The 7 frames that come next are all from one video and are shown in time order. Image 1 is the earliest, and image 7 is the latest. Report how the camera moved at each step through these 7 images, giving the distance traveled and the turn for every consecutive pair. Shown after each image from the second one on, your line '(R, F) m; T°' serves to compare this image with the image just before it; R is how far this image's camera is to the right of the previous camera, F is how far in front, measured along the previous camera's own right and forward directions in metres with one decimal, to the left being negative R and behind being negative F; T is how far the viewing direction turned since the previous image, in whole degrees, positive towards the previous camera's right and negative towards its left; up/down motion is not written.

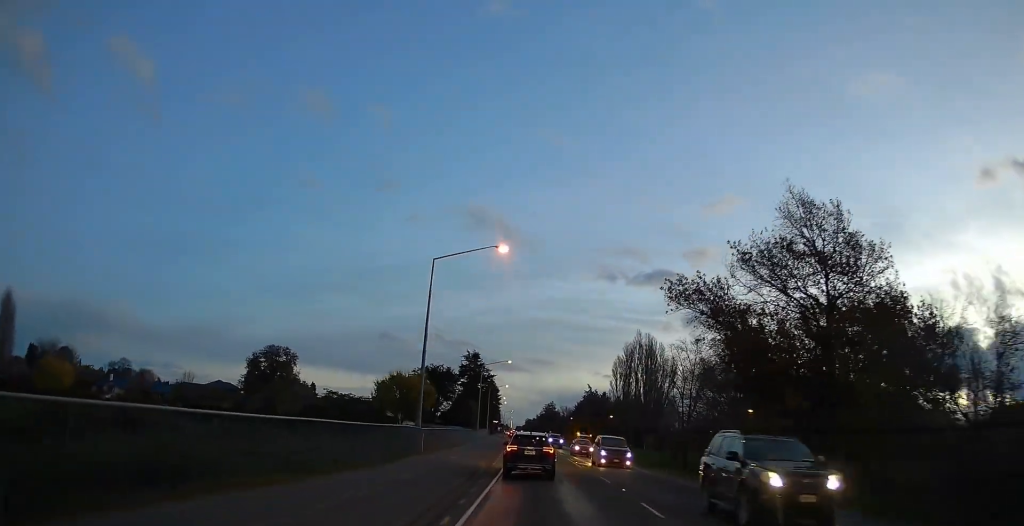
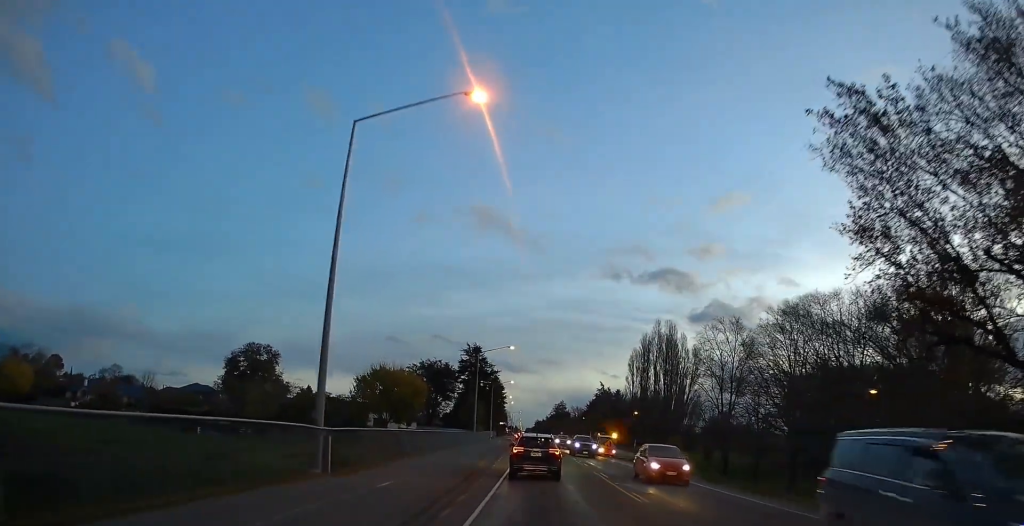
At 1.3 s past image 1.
(+0.4, +16.8) m; +1°
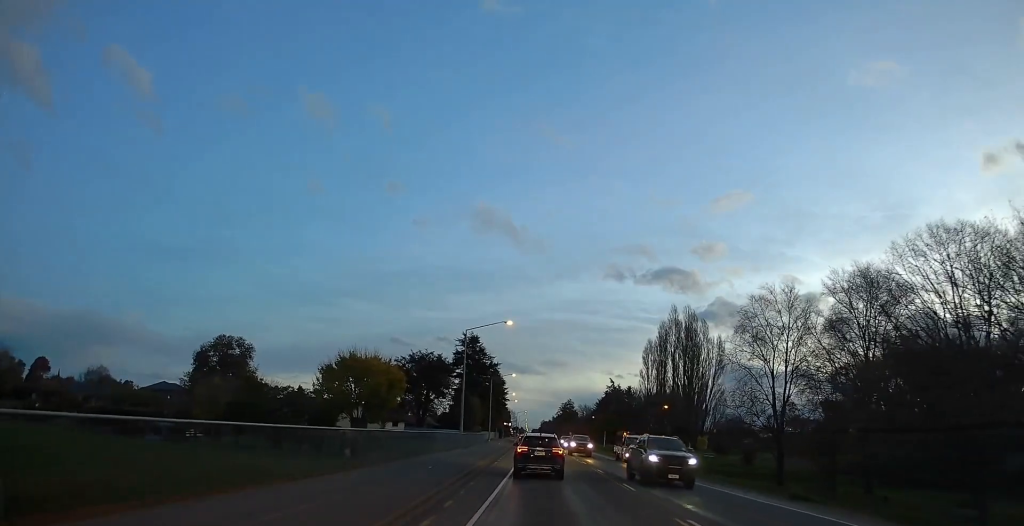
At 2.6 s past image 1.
(0.0, +16.8) m; 0°
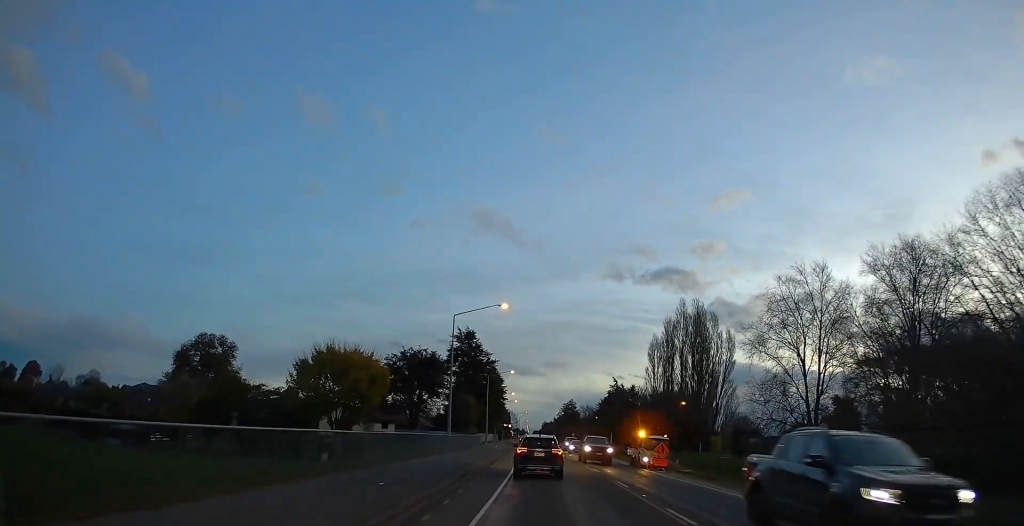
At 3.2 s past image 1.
(0.0, +8.0) m; 0°
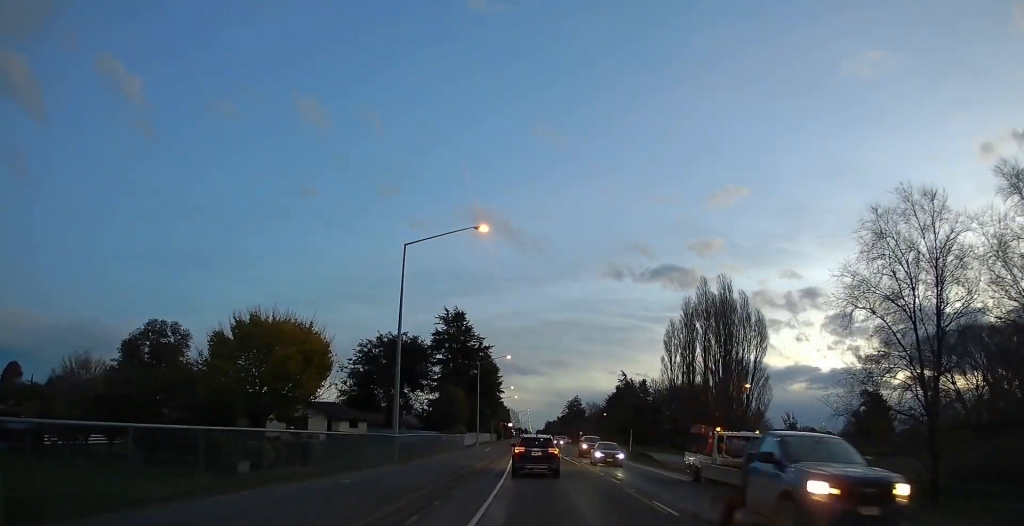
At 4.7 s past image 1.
(-0.4, +18.3) m; -4°
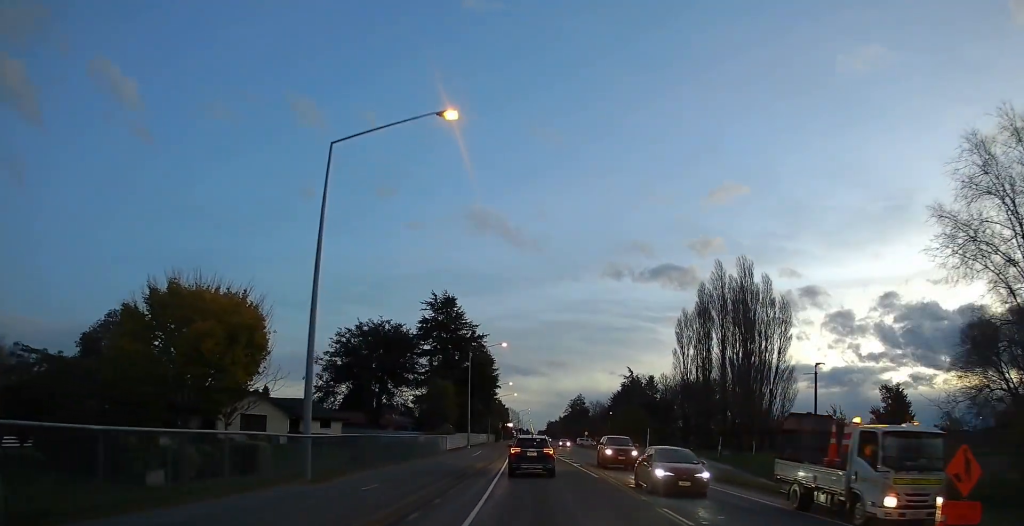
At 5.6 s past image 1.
(-0.3, +11.5) m; 0°
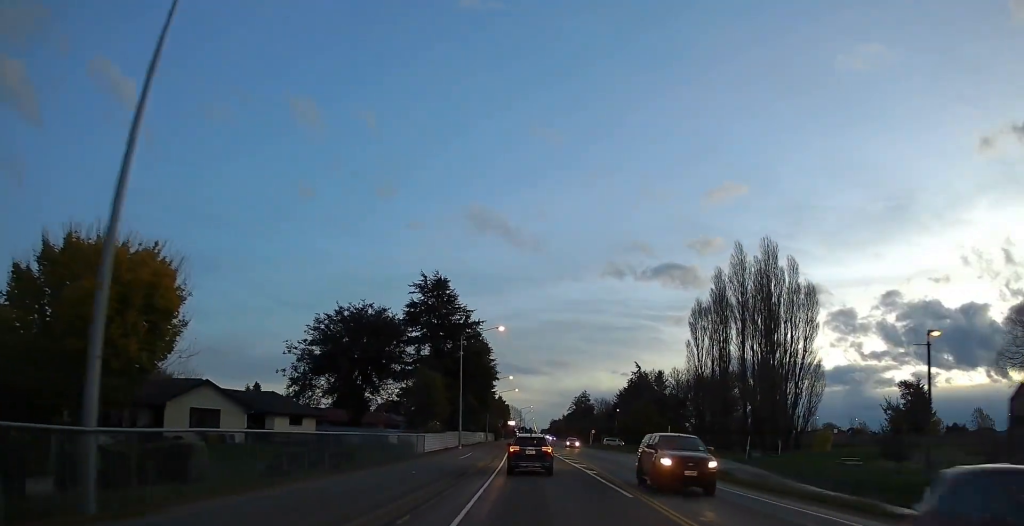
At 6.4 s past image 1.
(+0.1, +9.3) m; +1°
